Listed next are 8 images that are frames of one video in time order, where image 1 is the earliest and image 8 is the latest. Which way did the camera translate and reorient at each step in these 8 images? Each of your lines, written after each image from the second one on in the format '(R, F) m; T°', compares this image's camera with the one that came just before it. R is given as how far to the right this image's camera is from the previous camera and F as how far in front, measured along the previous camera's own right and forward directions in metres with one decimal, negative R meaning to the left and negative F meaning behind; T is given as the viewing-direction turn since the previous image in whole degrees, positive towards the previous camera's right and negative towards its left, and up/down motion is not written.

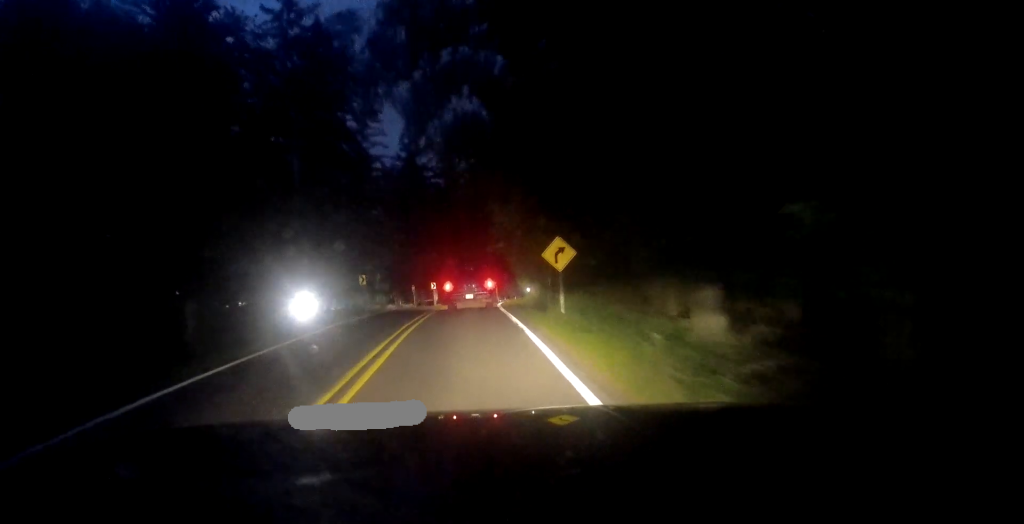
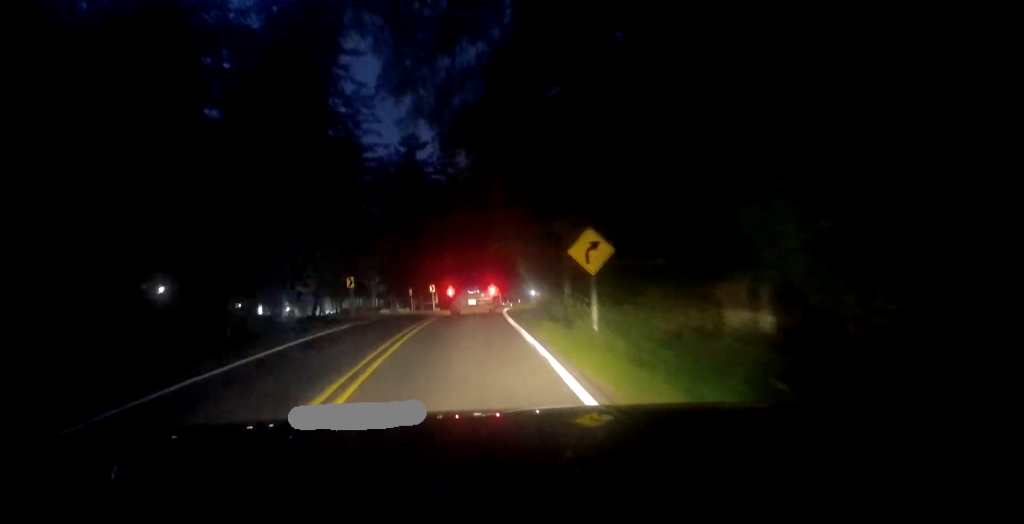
(-0.2, +4.7) m; 0°
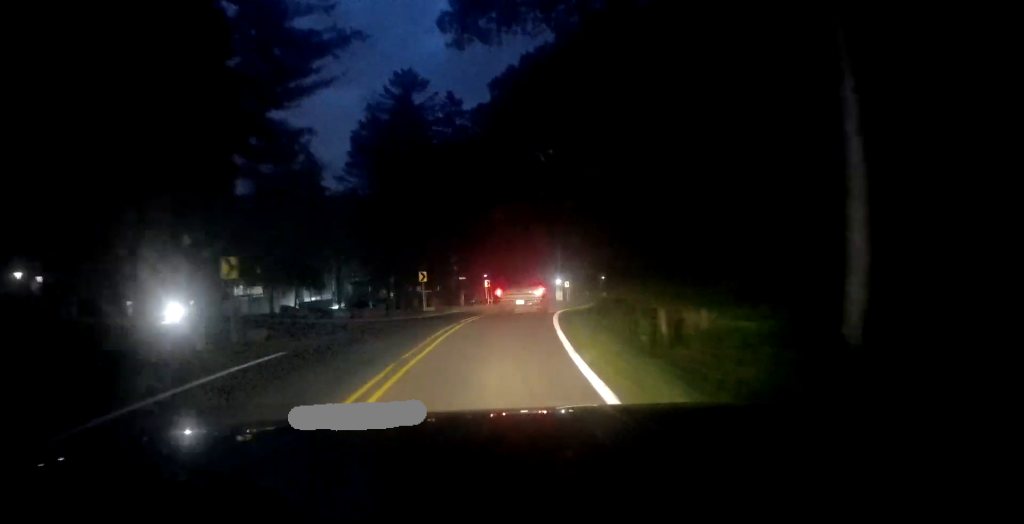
(-0.3, +20.3) m; -4°
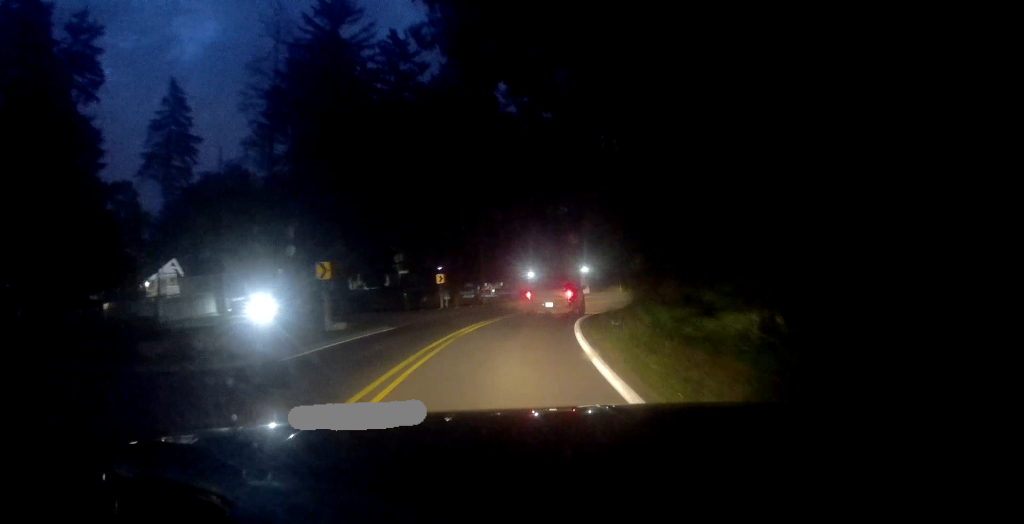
(-0.3, +16.0) m; +3°
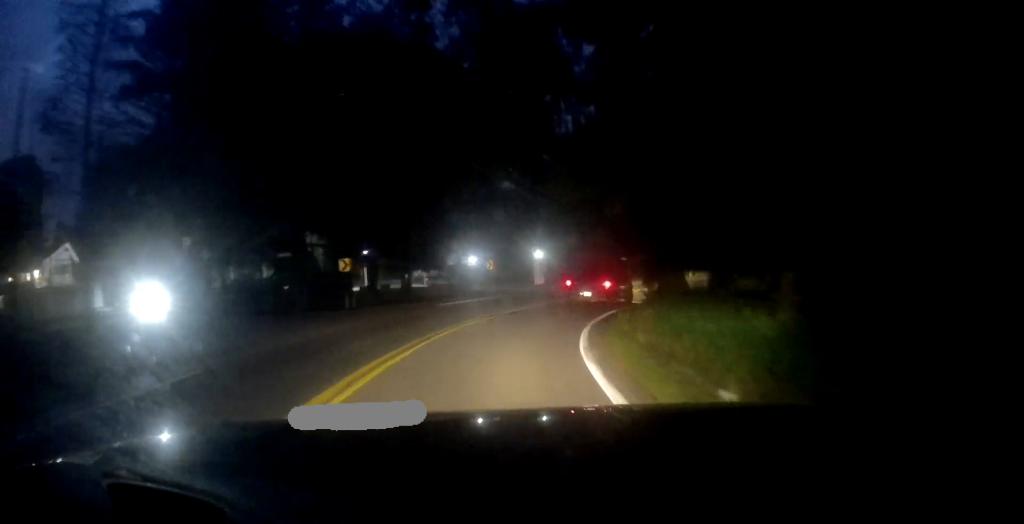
(+0.6, +13.1) m; +6°
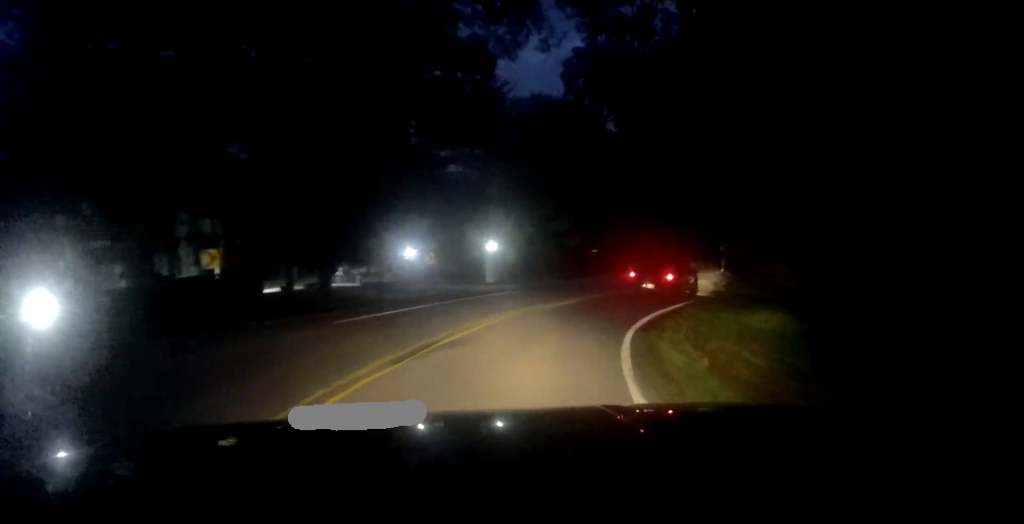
(+0.4, +10.2) m; +5°
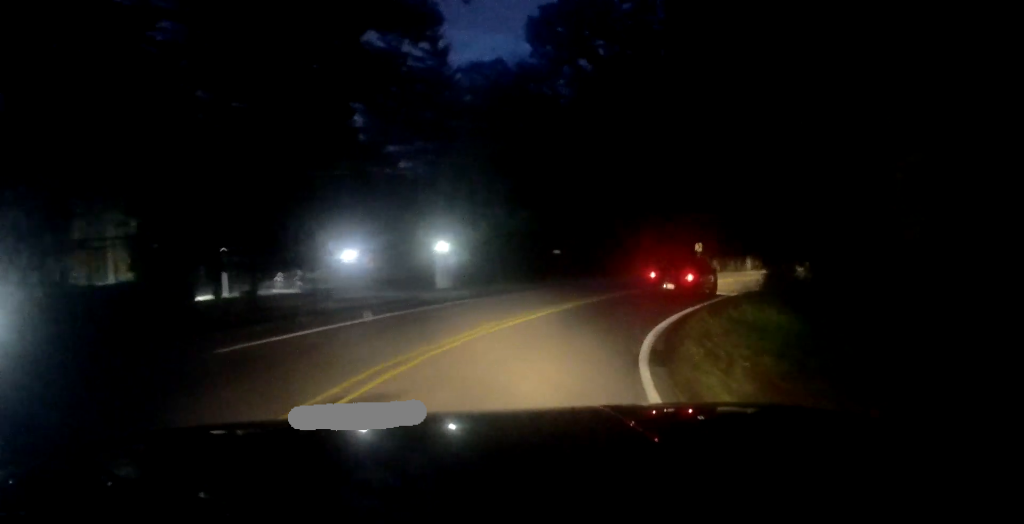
(+0.2, +5.5) m; +4°
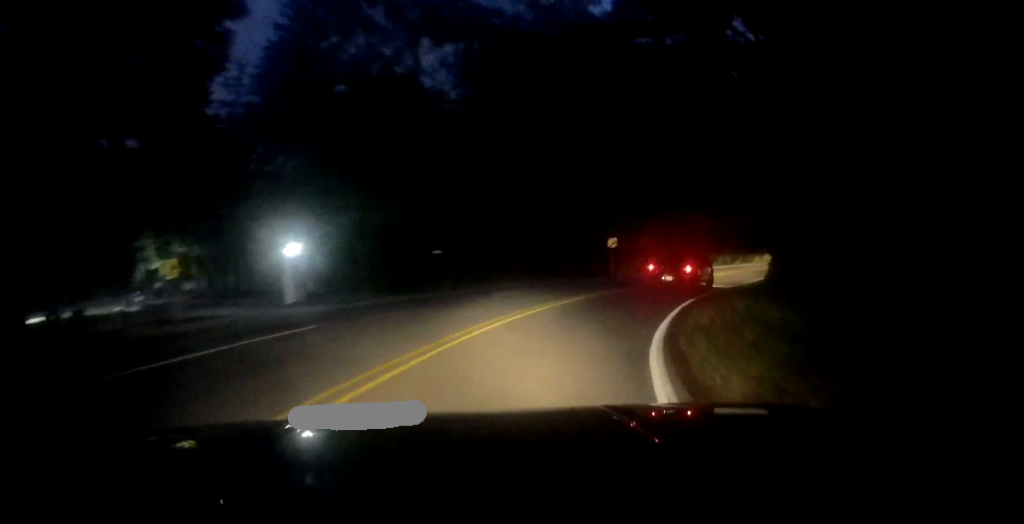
(+0.2, +9.1) m; +9°
